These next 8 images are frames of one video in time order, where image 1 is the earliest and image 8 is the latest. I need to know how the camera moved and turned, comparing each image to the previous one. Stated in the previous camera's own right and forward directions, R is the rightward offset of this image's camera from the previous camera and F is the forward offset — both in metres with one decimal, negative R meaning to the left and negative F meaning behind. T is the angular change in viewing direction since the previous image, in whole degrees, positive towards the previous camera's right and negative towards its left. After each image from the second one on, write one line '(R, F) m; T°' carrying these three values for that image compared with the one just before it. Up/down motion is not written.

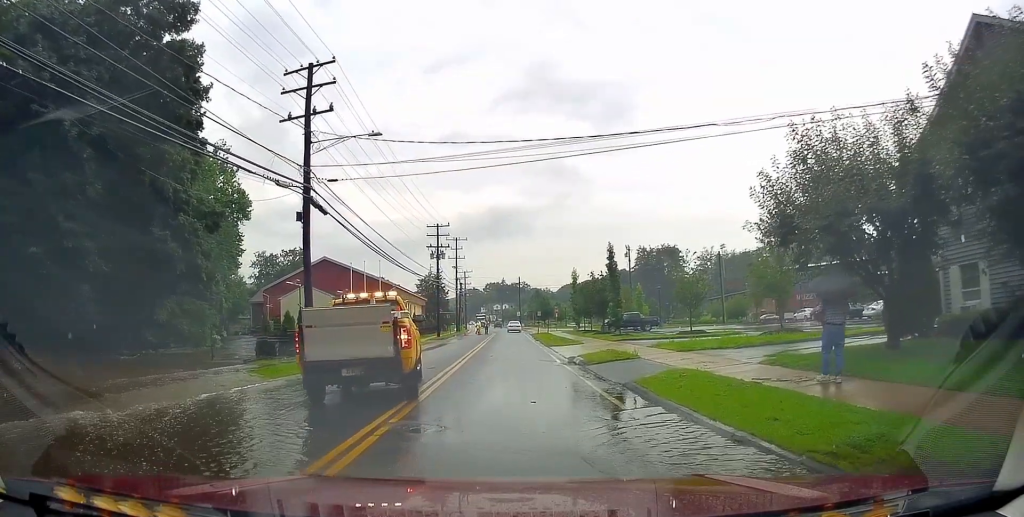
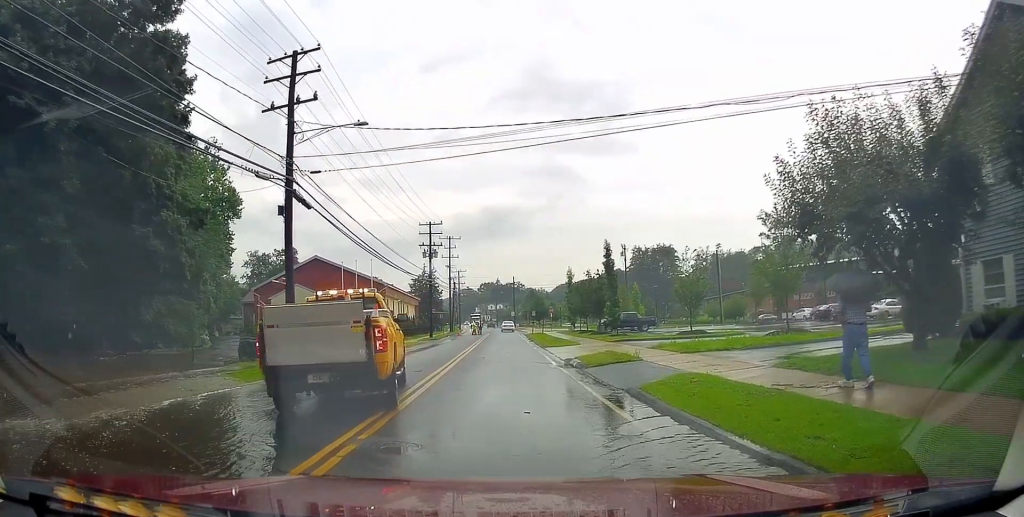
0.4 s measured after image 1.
(0.0, +1.3) m; 0°
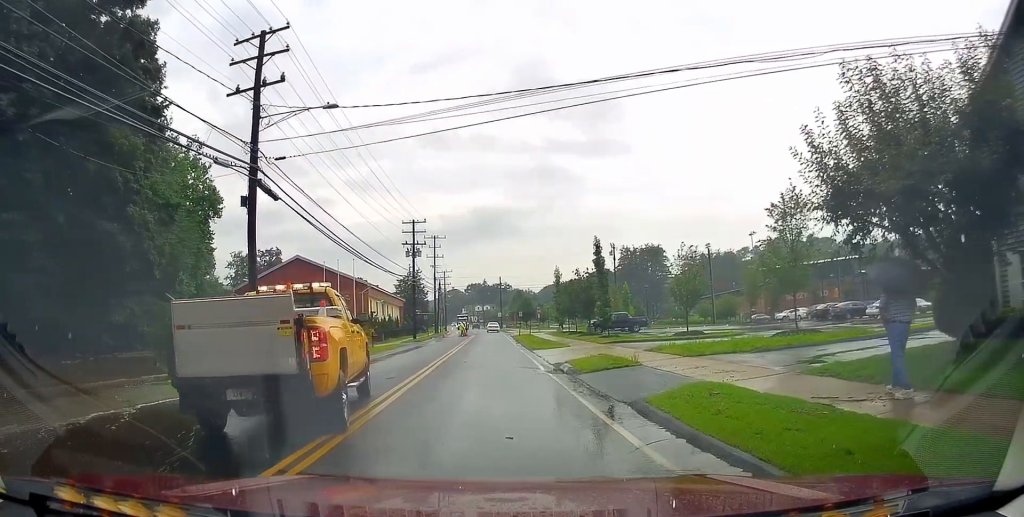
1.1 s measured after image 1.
(0.0, +2.0) m; 0°
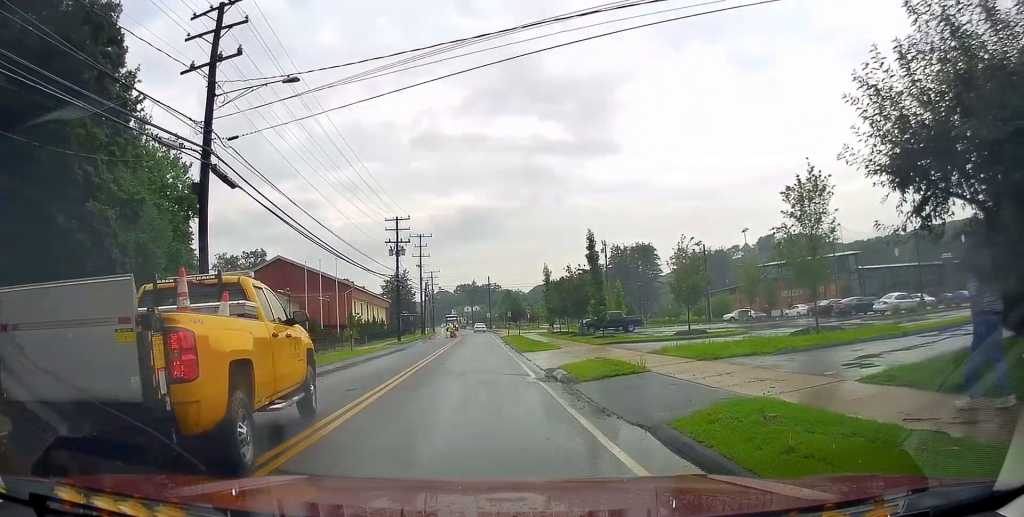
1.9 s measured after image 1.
(0.0, +2.5) m; 0°
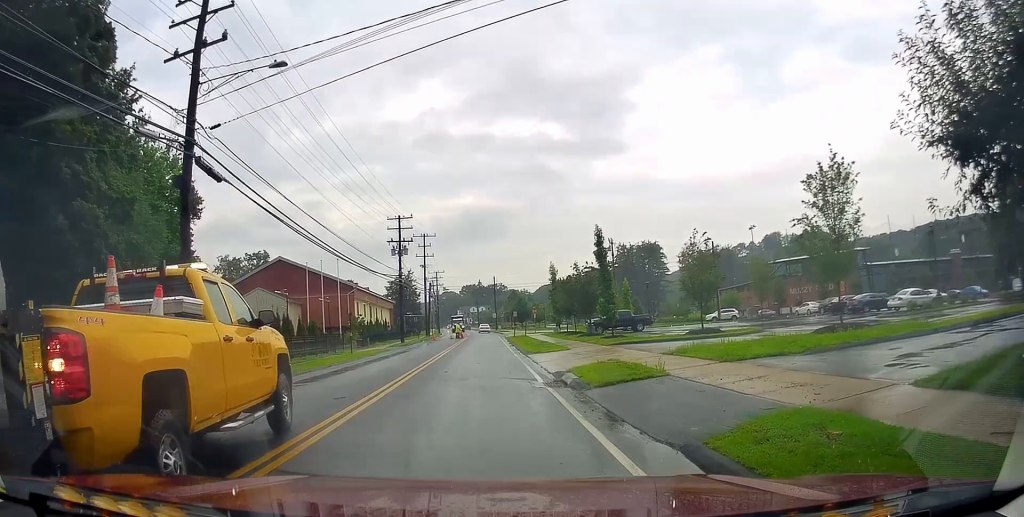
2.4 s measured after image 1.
(0.0, +1.3) m; 0°
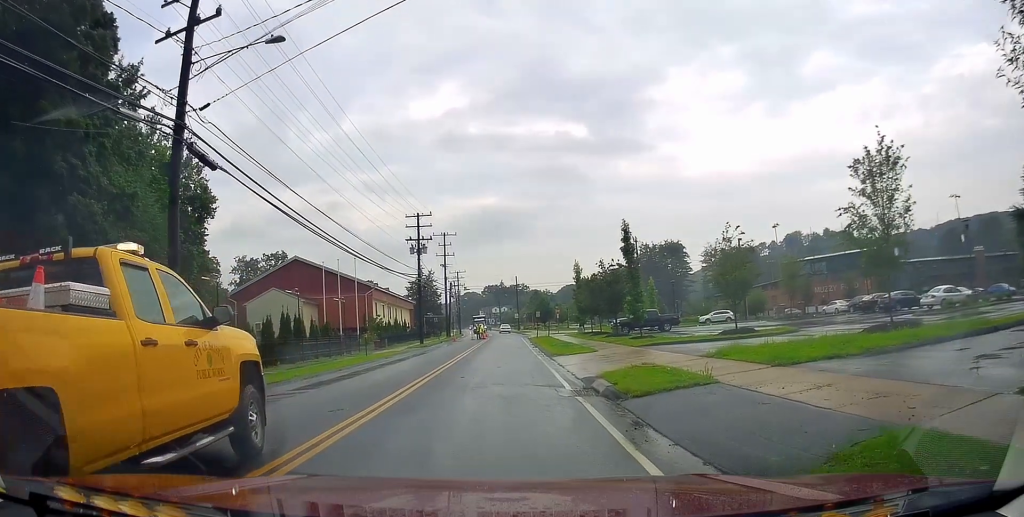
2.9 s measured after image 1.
(0.0, +1.5) m; 0°
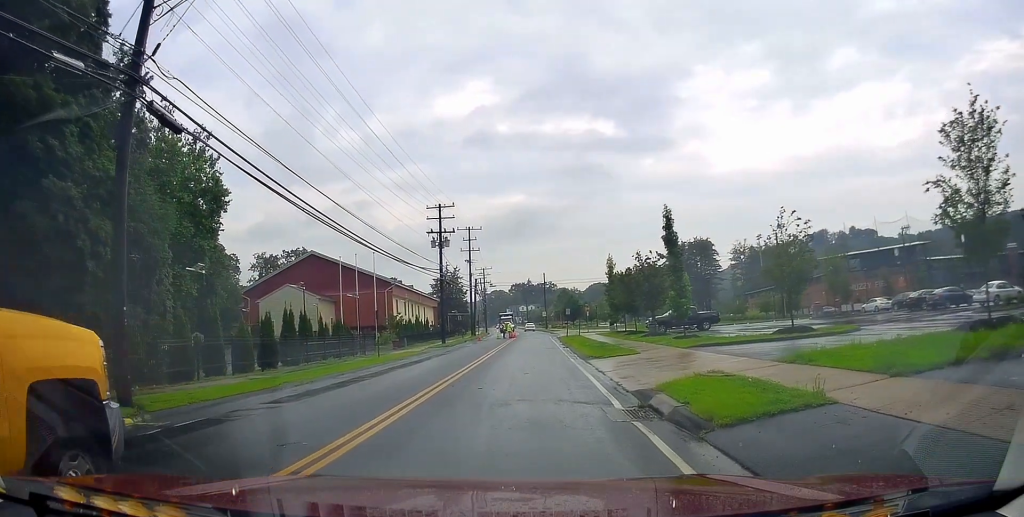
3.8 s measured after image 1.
(0.0, +2.8) m; 0°
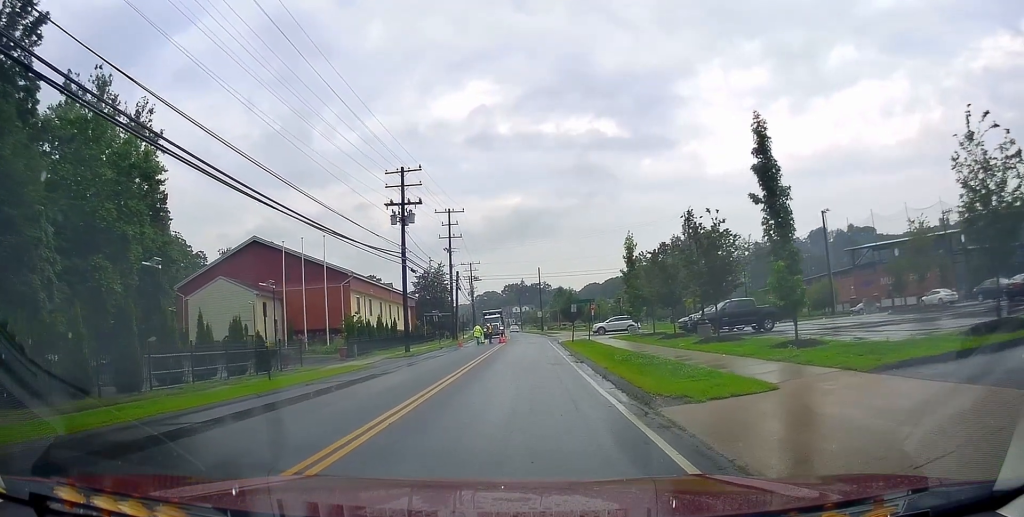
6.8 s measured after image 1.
(0.0, +11.4) m; 0°
